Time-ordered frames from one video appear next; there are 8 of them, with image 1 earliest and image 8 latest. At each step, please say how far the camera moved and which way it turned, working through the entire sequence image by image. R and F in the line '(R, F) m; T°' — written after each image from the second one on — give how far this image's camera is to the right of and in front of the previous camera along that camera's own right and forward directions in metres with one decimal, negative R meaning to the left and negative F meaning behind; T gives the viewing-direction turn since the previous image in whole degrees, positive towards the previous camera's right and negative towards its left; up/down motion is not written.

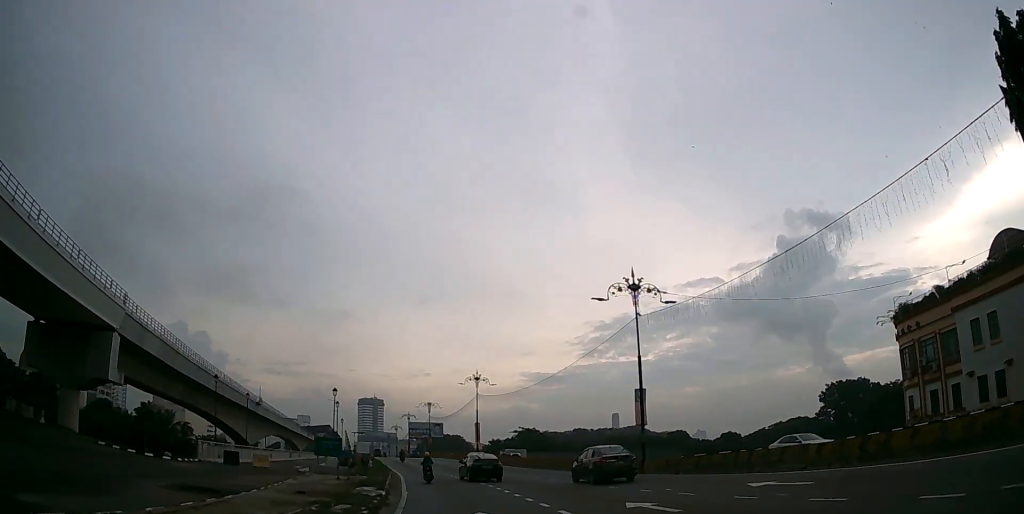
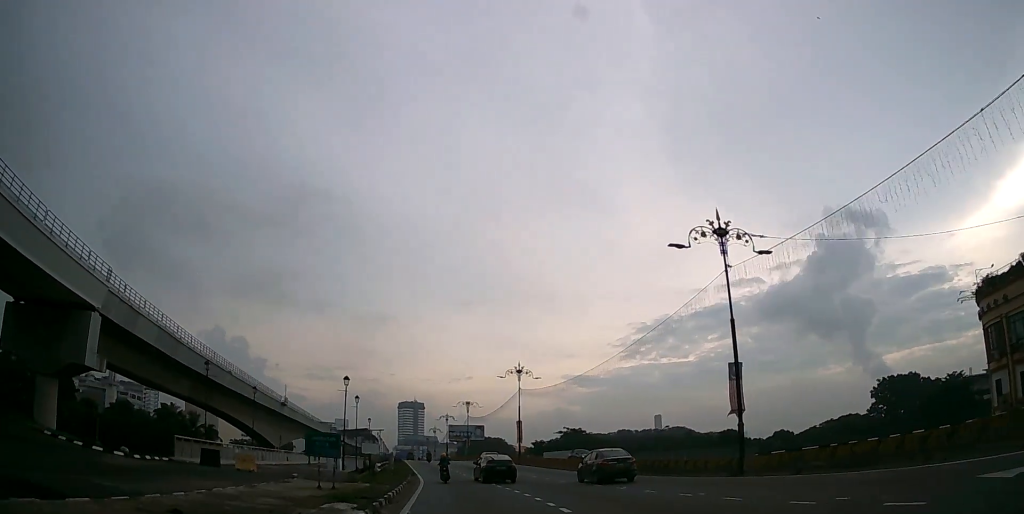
(-0.3, +8.1) m; -4°
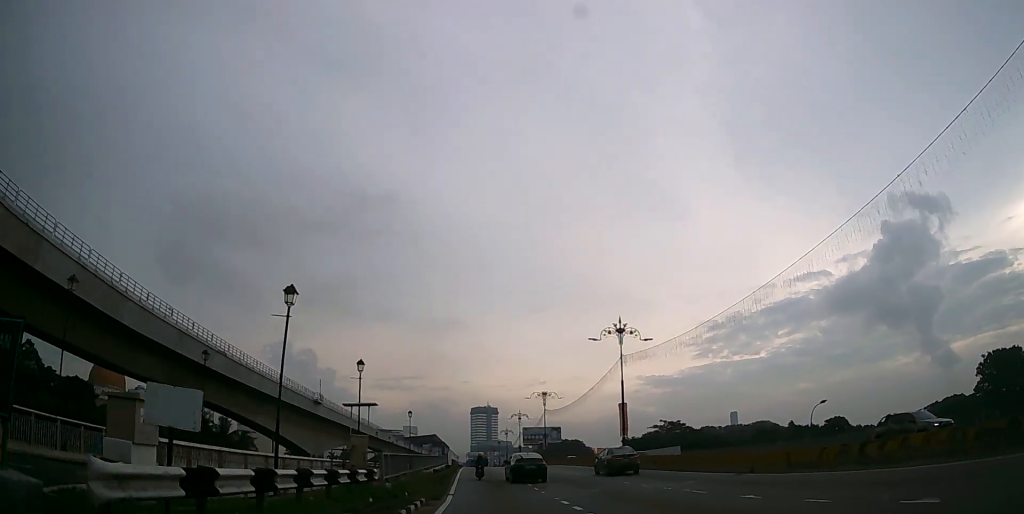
(-1.2, +20.8) m; -5°
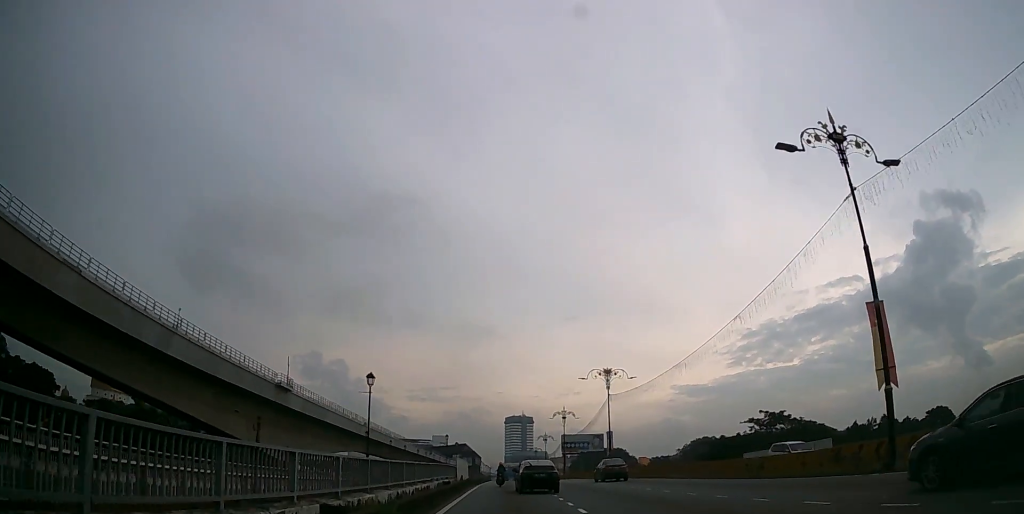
(-0.6, +26.9) m; -2°
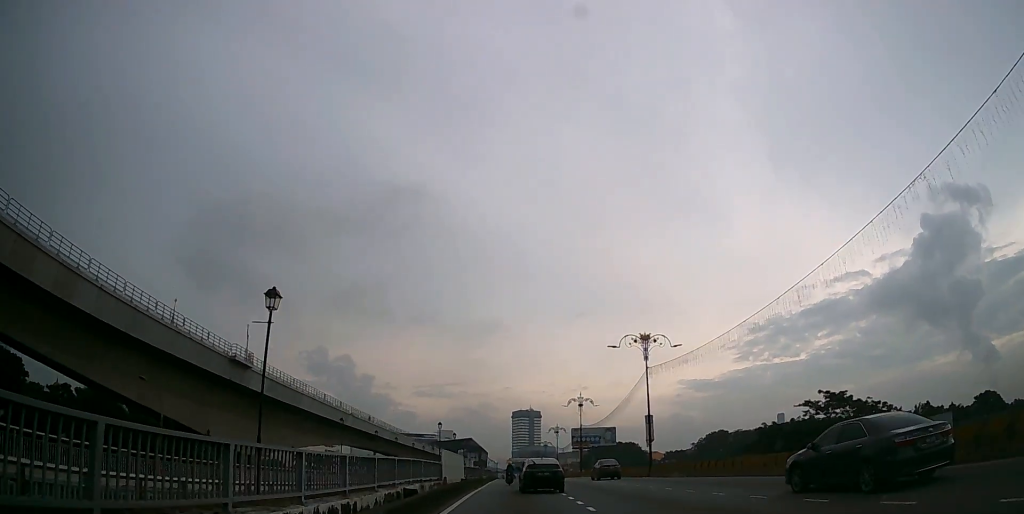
(0.0, +12.2) m; 0°
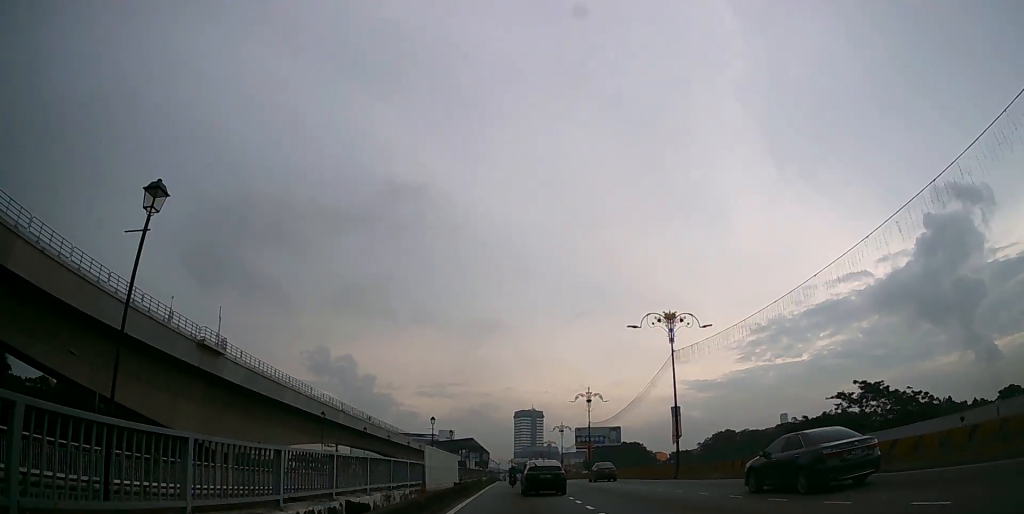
(0.0, +6.0) m; 0°
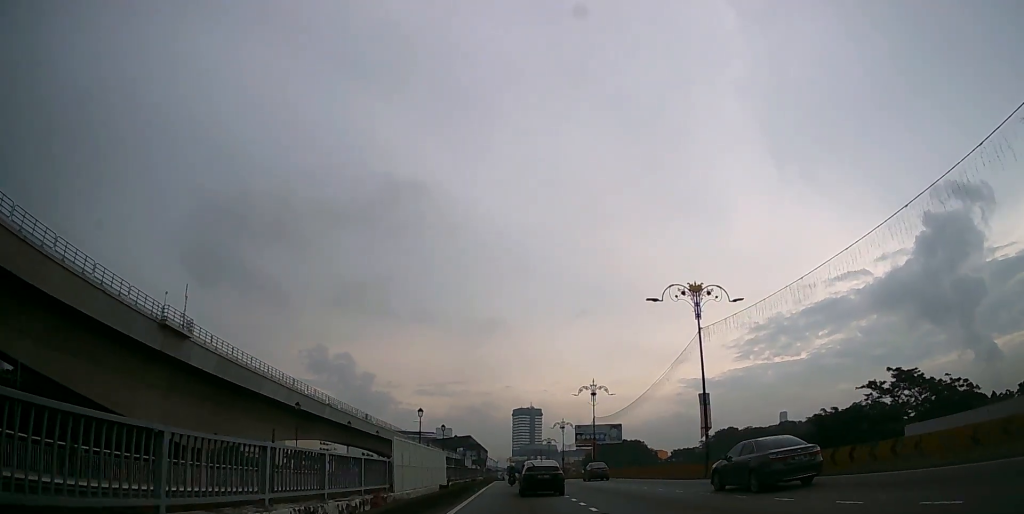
(0.0, +5.4) m; 0°
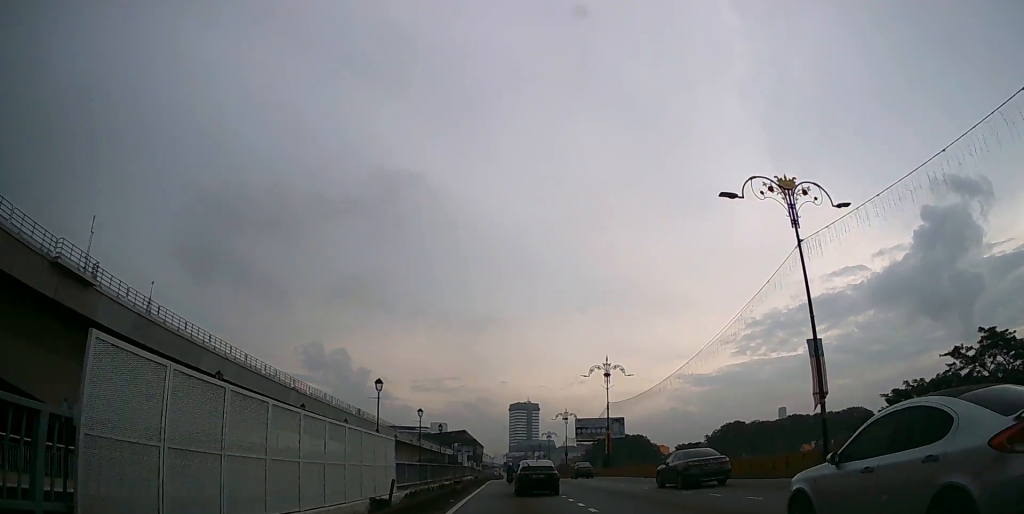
(+0.1, +11.8) m; 0°
